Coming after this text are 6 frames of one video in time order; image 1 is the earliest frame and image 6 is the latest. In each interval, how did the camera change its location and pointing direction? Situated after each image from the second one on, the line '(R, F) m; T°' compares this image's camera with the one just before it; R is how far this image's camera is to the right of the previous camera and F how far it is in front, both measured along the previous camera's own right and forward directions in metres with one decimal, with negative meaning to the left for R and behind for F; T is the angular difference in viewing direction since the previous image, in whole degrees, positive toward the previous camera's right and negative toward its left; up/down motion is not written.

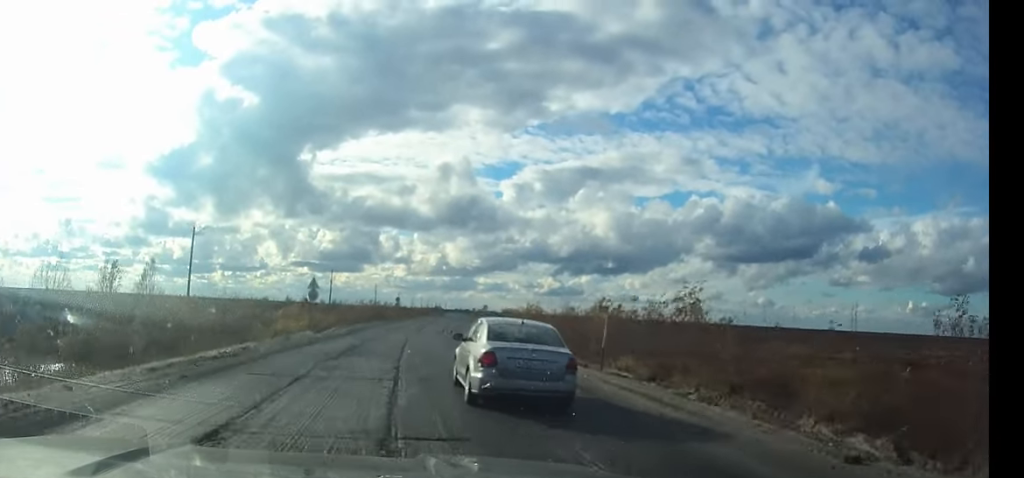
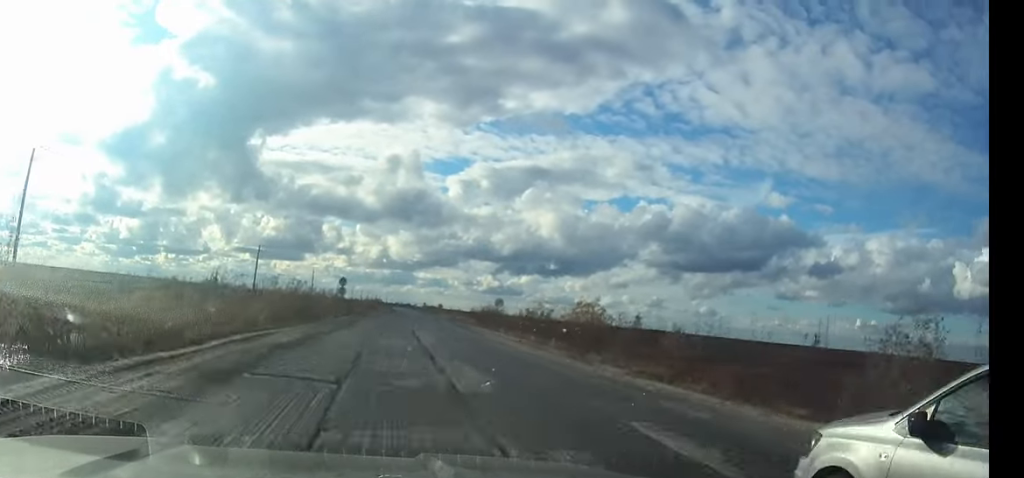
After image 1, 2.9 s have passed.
(+1.6, +41.3) m; +5°
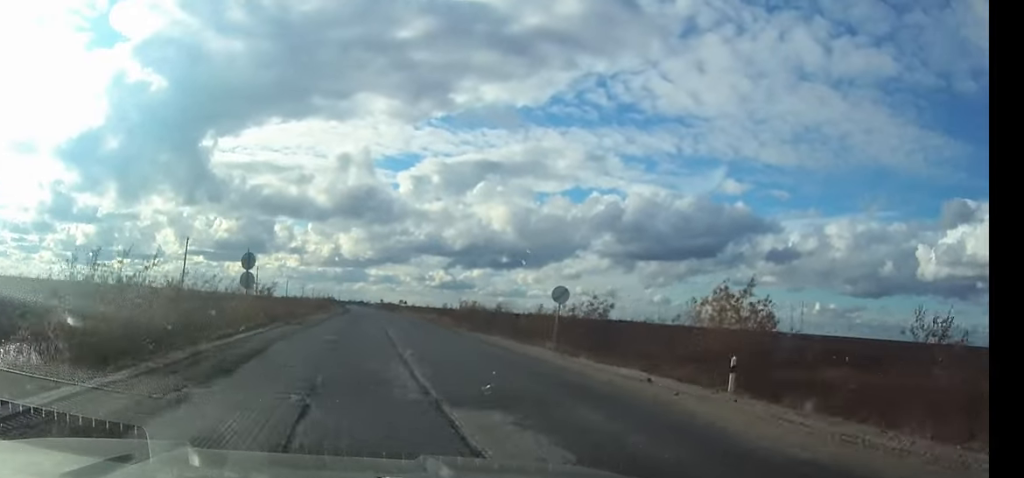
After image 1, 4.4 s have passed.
(+0.8, +25.5) m; +3°
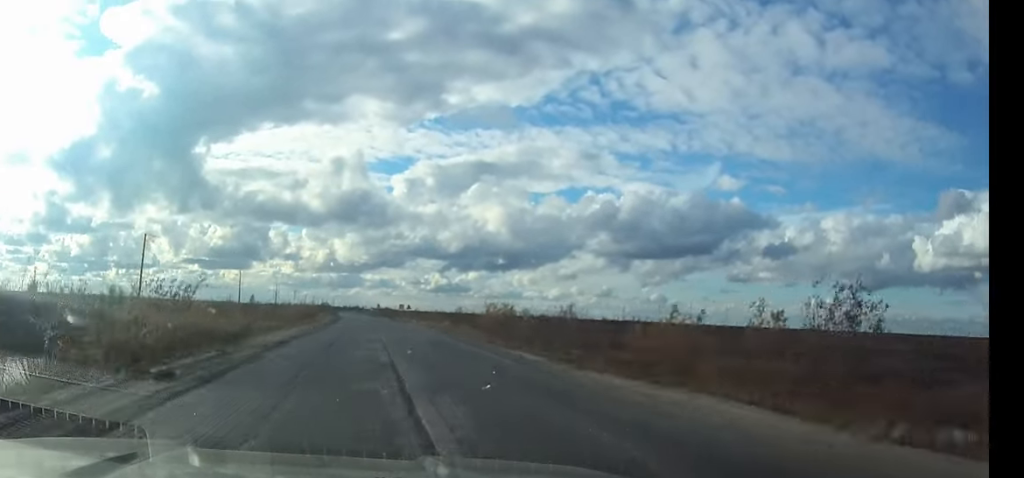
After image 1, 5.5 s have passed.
(+0.3, +22.1) m; +1°
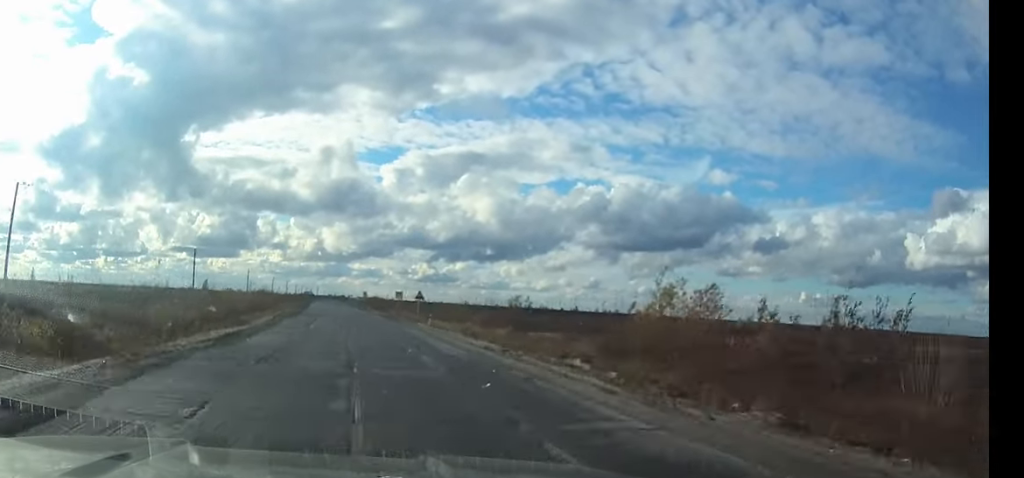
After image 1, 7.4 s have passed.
(+0.2, +40.9) m; 0°
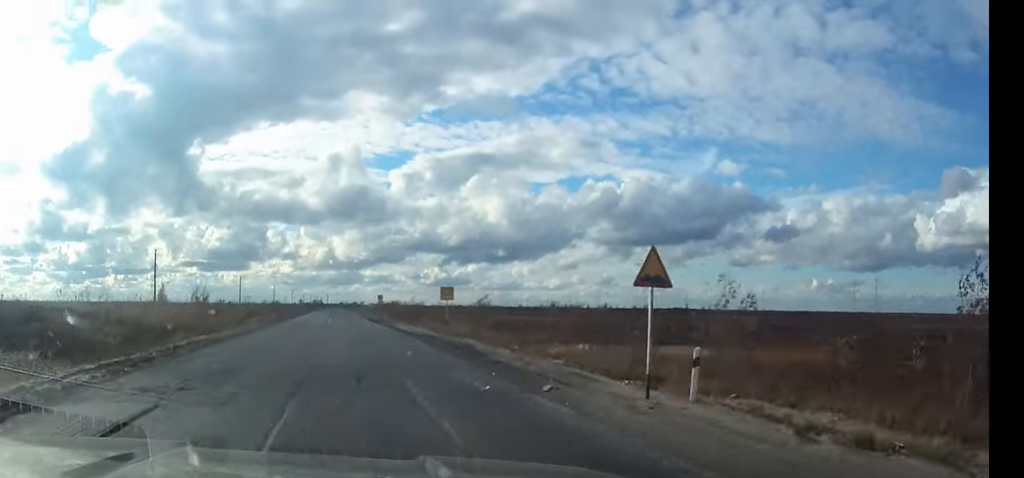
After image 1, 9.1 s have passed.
(-0.3, +39.5) m; -1°
